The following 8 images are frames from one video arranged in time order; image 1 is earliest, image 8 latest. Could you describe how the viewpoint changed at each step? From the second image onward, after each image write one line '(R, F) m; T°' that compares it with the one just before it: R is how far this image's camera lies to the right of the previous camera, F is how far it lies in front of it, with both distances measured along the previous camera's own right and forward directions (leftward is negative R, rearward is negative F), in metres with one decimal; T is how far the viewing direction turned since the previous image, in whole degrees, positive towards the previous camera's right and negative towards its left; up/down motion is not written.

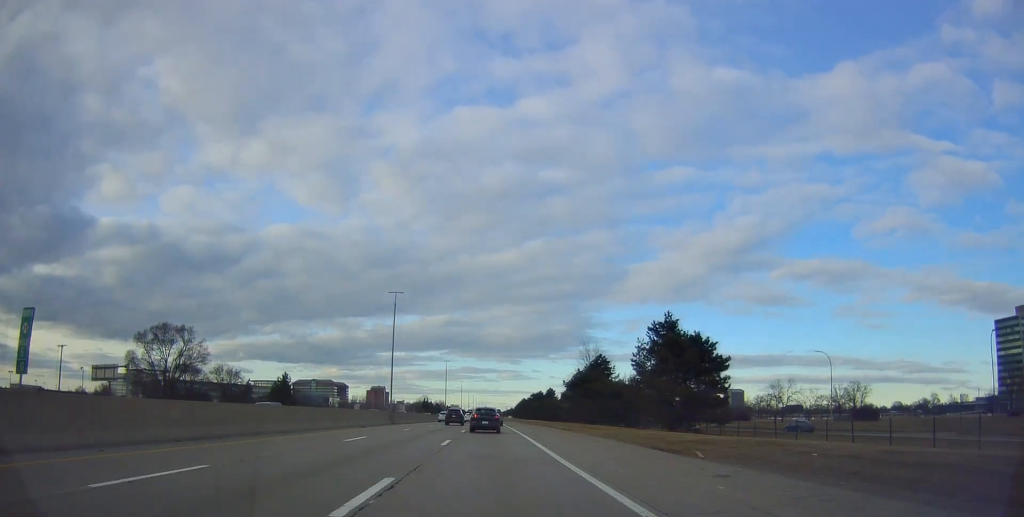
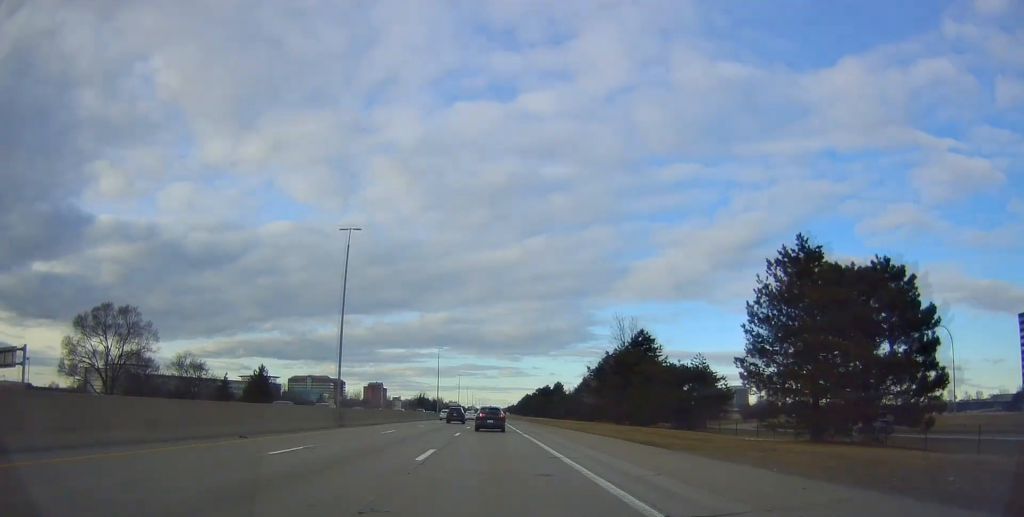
(-0.2, +23.2) m; 0°
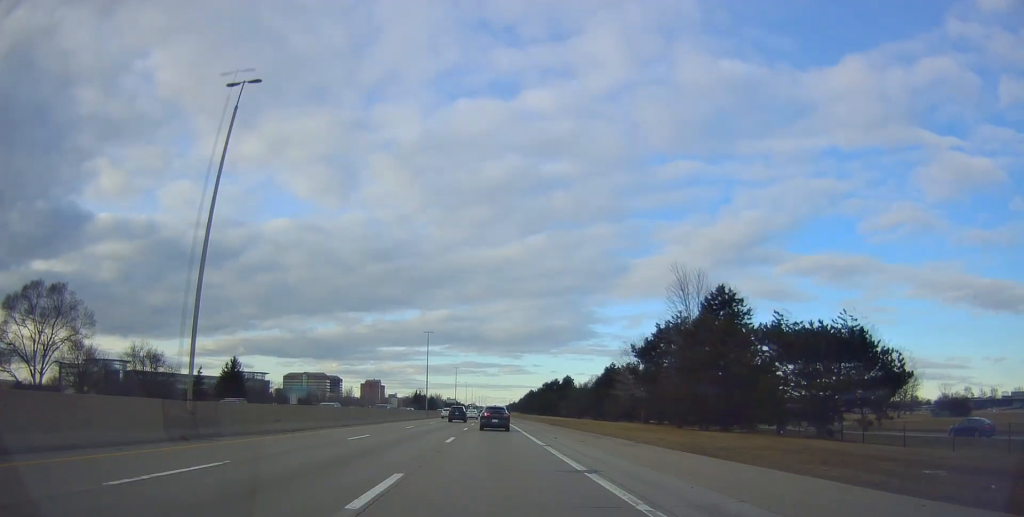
(+0.2, +21.5) m; +1°
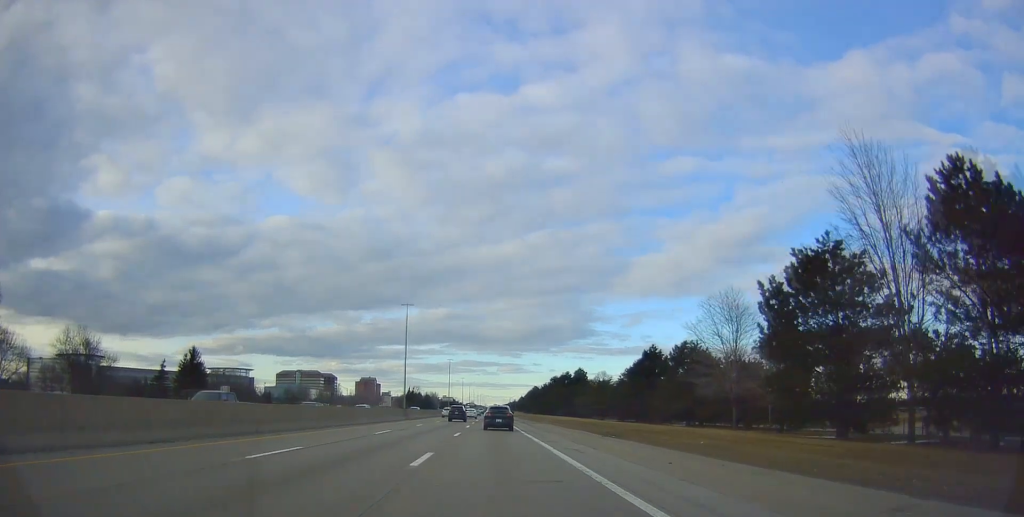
(+0.4, +25.2) m; +1°
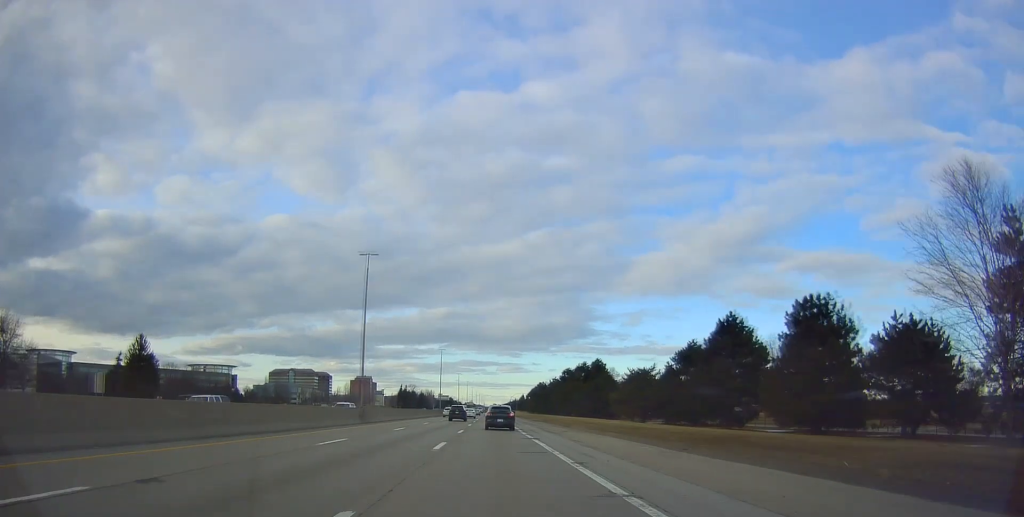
(-0.3, +25.1) m; 0°
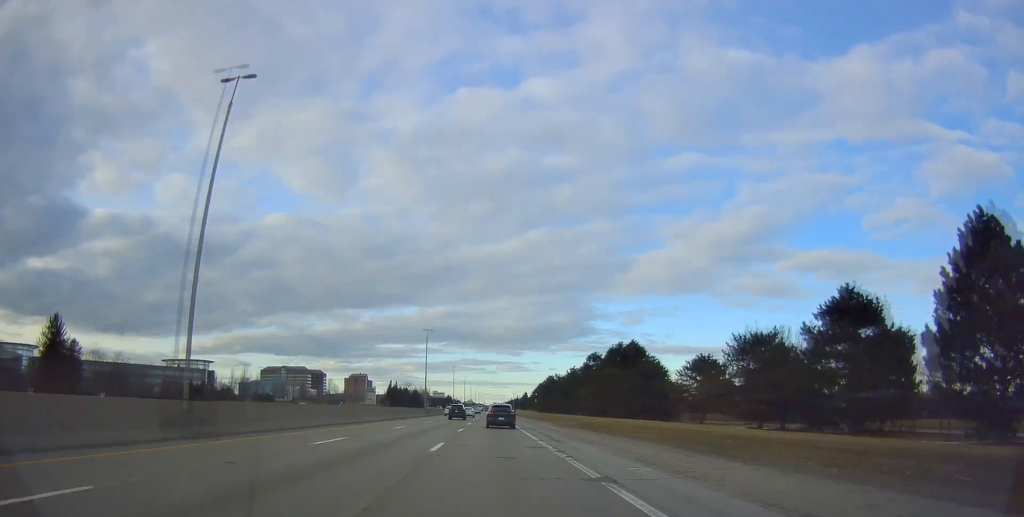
(+0.1, +30.3) m; -1°
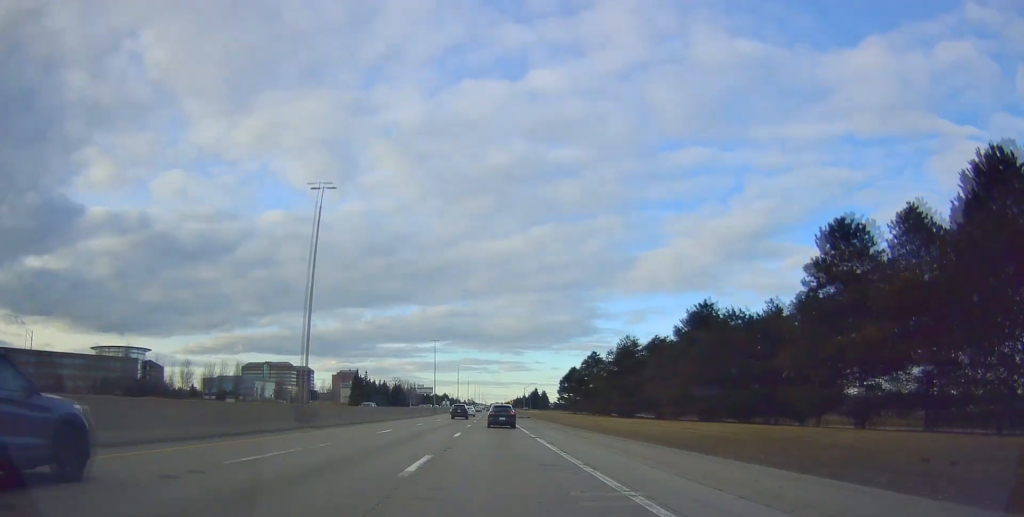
(-0.5, +66.3) m; +1°
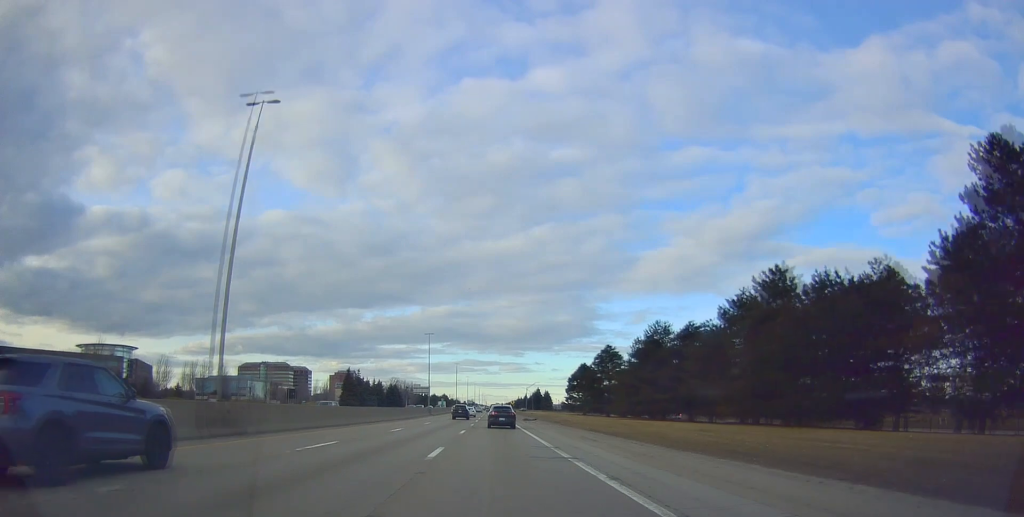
(+0.2, +11.7) m; 0°
